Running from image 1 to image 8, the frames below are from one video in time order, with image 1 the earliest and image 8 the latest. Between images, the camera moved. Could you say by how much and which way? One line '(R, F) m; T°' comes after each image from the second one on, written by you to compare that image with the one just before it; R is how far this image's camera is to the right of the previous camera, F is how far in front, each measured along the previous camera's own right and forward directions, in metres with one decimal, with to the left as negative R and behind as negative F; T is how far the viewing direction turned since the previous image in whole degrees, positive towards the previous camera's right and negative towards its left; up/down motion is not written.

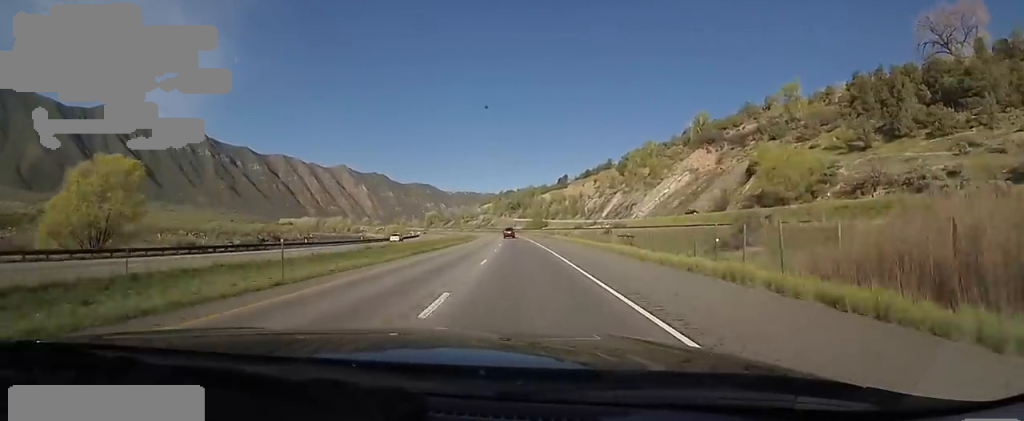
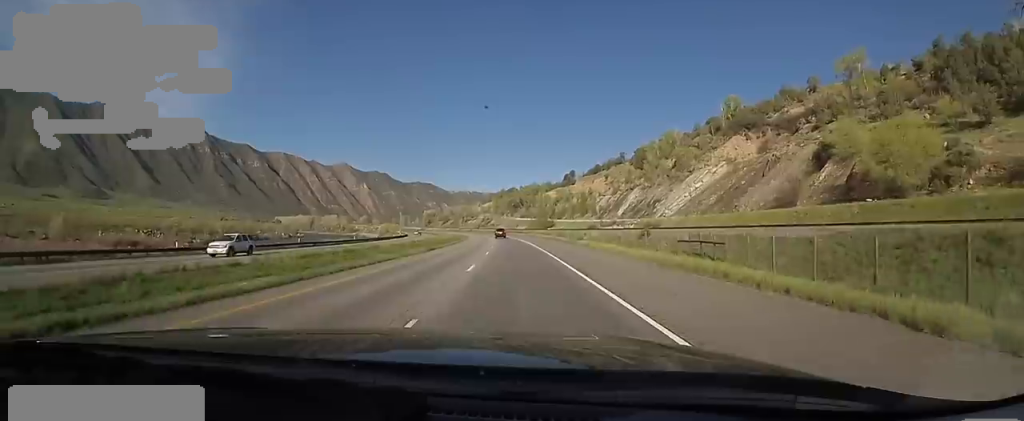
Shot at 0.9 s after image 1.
(-0.4, +26.8) m; +2°
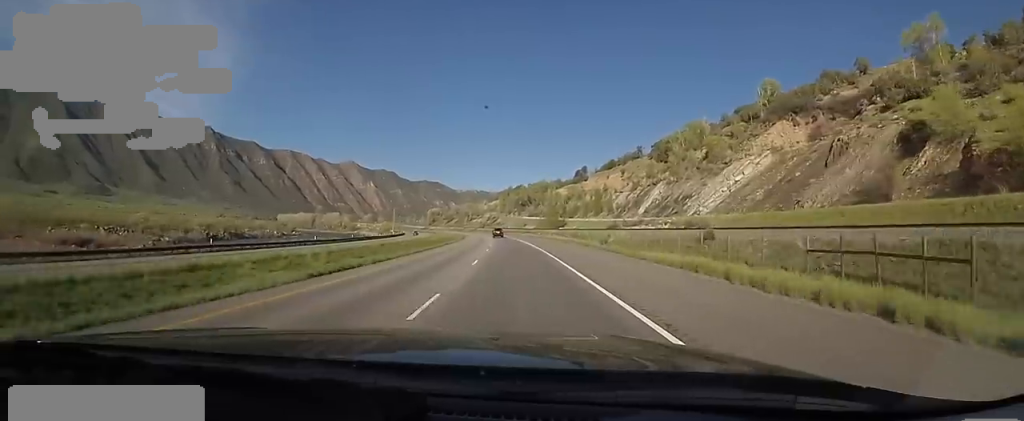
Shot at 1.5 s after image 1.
(+1.1, +20.7) m; -2°
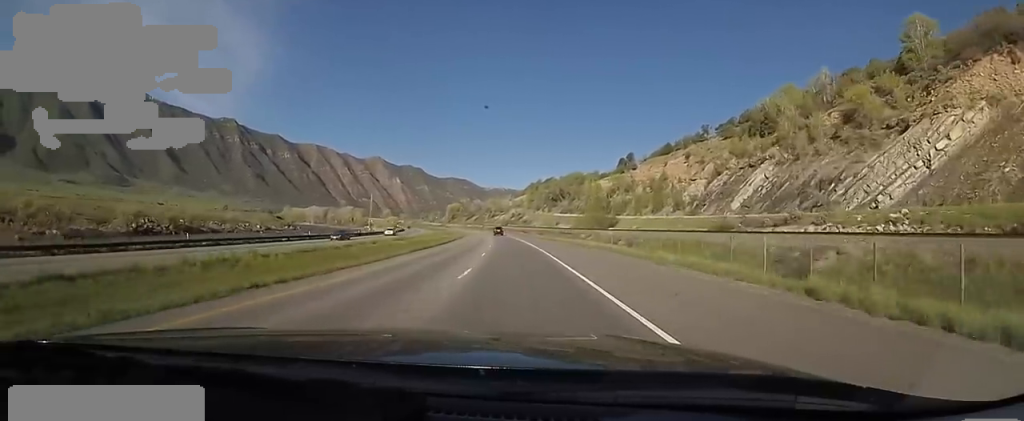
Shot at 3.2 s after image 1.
(-3.1, +52.6) m; -4°
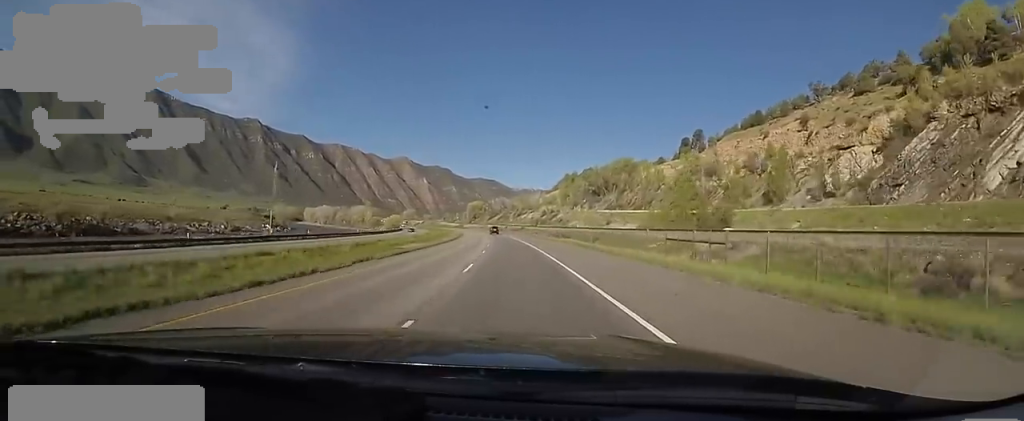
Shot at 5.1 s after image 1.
(-0.1, +58.7) m; -2°
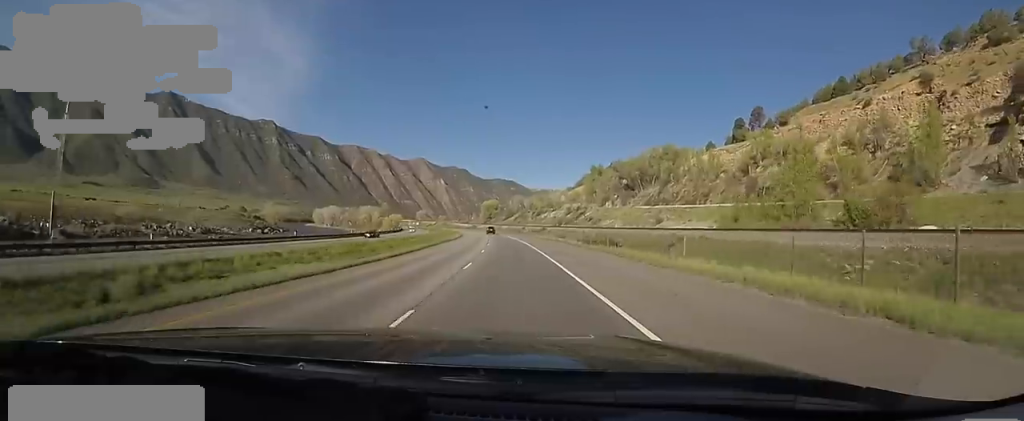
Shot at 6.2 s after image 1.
(-0.4, +34.6) m; -2°
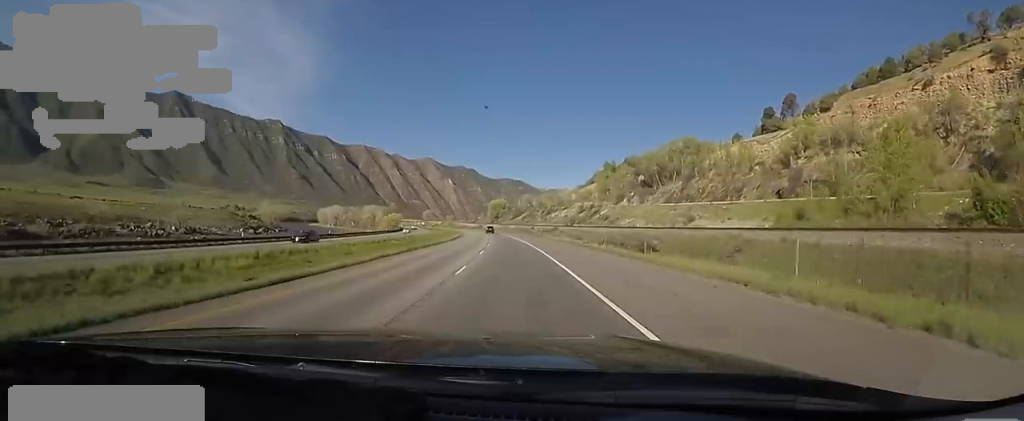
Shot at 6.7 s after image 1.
(+0.3, +14.6) m; -2°
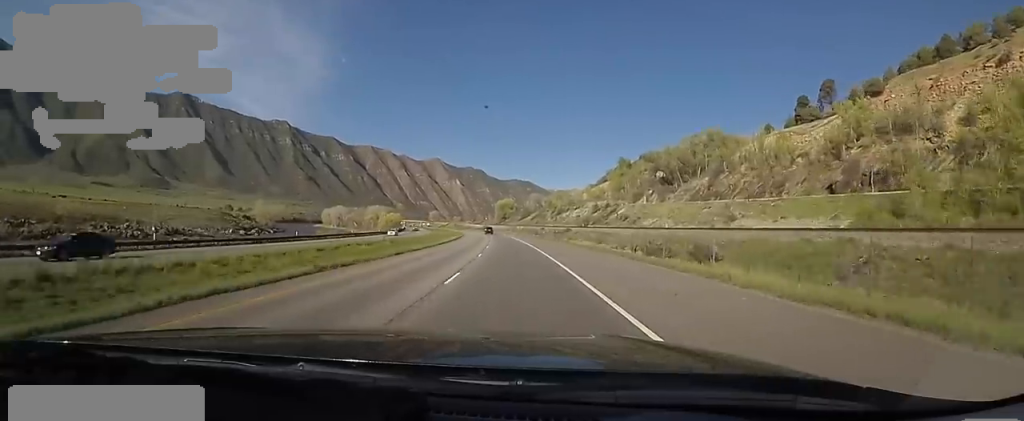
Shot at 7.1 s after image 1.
(-0.2, +14.6) m; -1°
